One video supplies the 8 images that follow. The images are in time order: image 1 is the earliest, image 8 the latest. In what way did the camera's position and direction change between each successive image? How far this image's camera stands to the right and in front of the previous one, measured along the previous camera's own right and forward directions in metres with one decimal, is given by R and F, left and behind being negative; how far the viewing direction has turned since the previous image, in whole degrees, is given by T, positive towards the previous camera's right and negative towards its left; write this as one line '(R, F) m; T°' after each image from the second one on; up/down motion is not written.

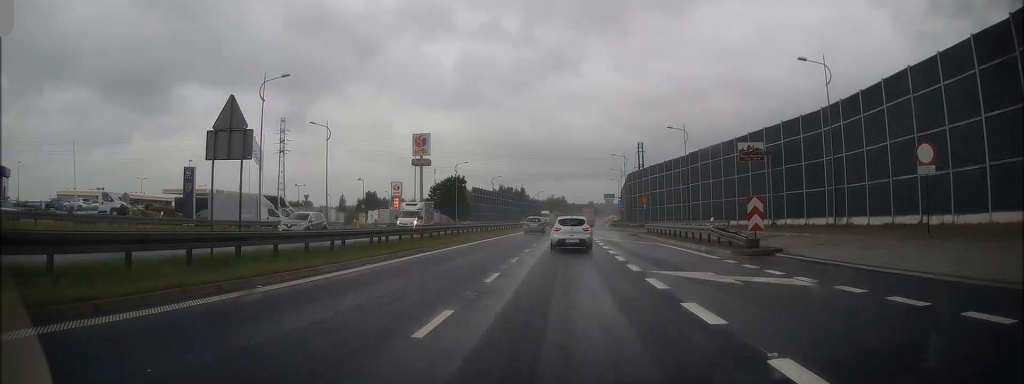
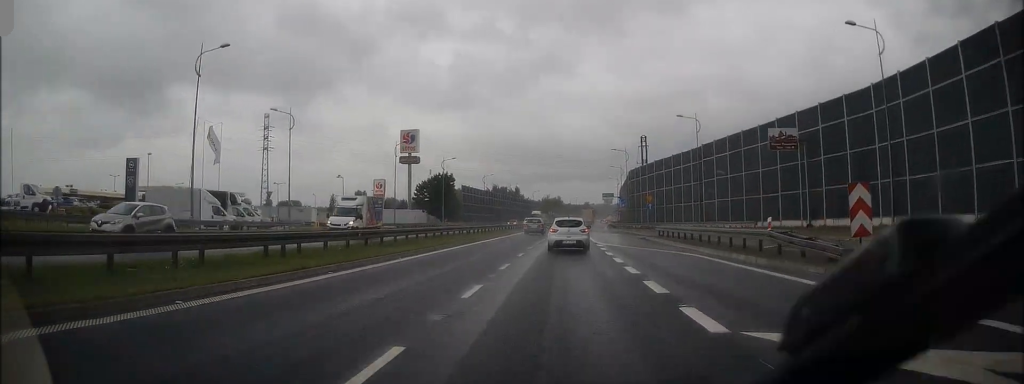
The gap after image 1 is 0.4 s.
(+0.2, +8.4) m; 0°
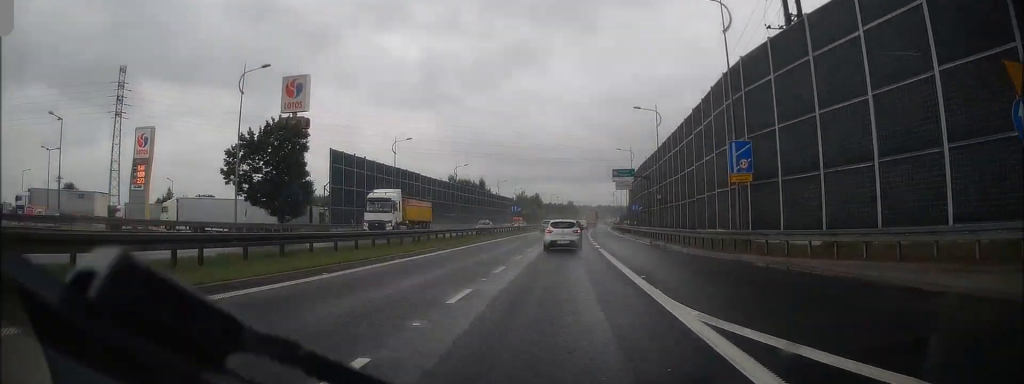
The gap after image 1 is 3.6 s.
(+0.6, +59.6) m; +2°
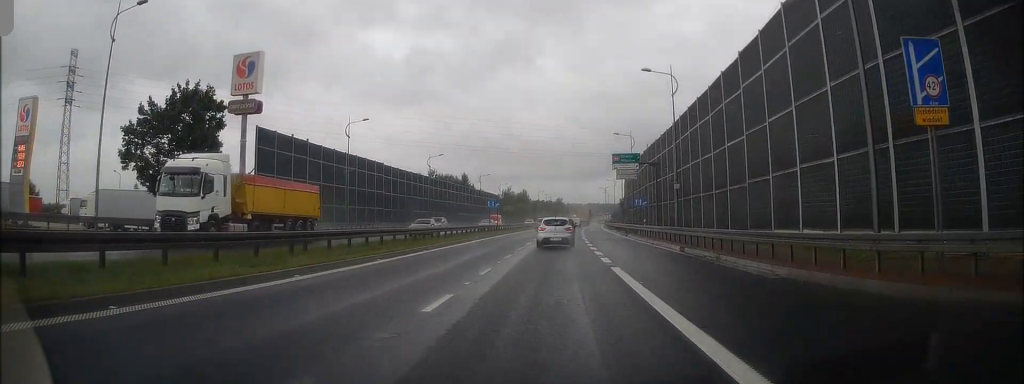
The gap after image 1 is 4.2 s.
(+0.1, +11.3) m; +1°
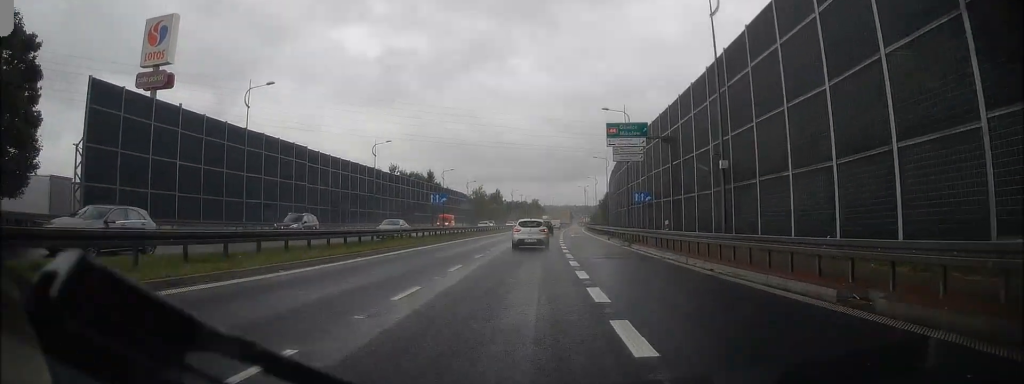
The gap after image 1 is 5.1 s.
(+0.2, +13.5) m; +1°
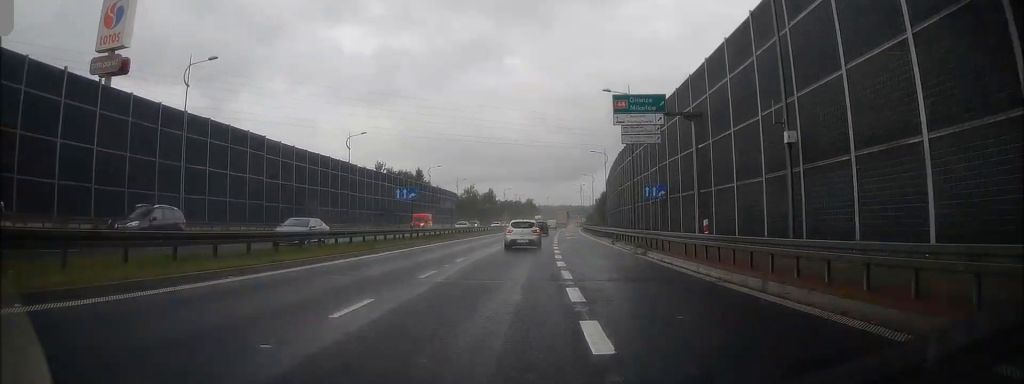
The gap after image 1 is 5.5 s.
(+0.1, +5.7) m; 0°
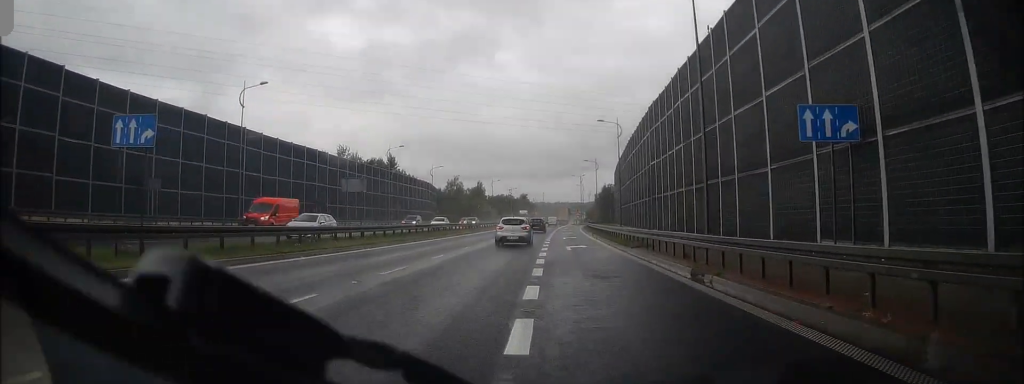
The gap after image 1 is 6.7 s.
(+0.1, +17.7) m; 0°
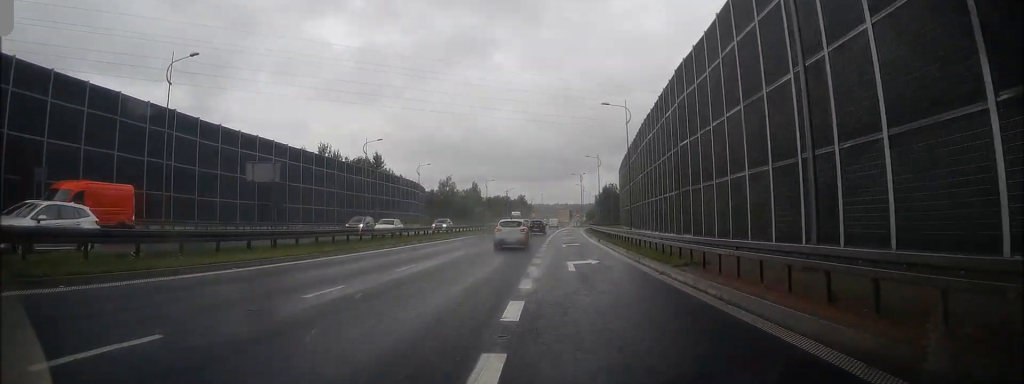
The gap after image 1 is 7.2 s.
(0.0, +8.1) m; 0°
